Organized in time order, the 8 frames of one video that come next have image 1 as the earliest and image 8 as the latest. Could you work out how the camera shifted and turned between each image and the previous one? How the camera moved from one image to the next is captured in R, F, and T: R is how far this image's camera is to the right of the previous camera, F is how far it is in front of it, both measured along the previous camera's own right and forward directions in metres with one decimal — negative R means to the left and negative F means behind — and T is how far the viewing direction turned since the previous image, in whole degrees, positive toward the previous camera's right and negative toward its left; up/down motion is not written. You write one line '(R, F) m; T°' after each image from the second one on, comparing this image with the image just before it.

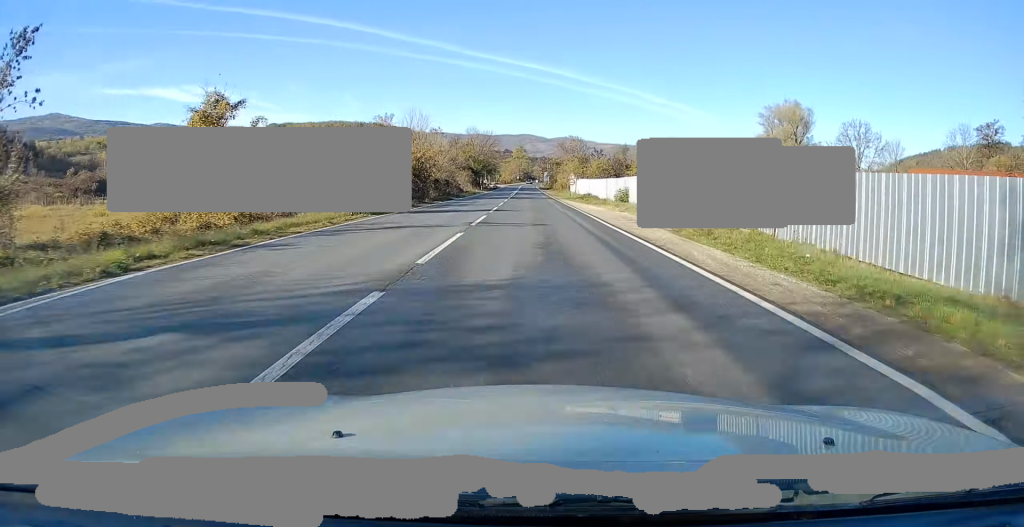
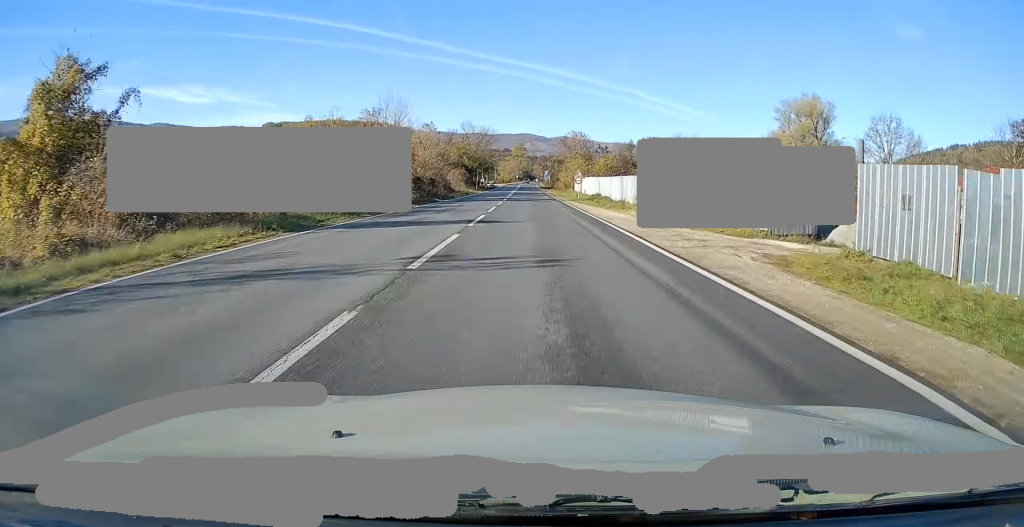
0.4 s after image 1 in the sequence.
(+0.1, +9.6) m; 0°
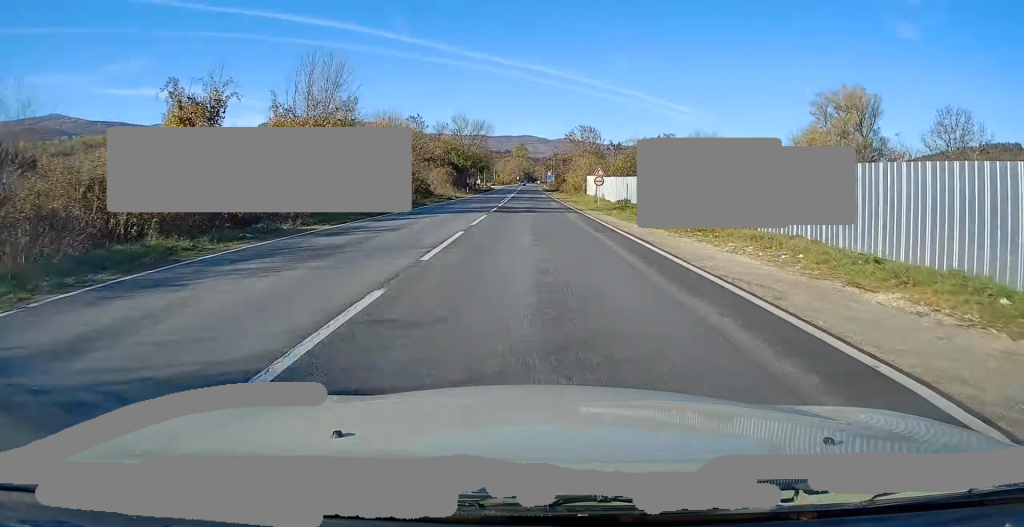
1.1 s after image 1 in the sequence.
(-0.2, +16.7) m; 0°
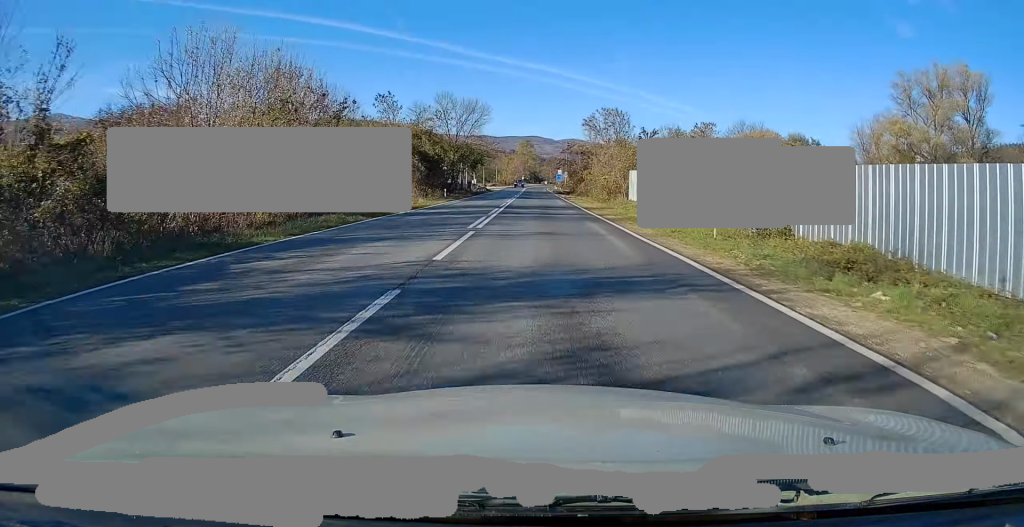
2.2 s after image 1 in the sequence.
(0.0, +26.6) m; 0°
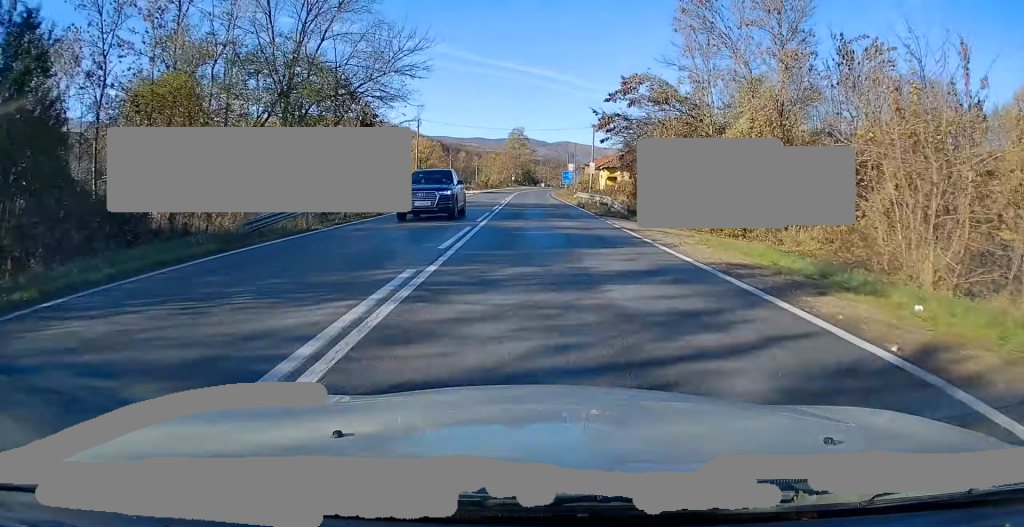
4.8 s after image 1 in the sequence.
(+0.1, +57.7) m; +1°
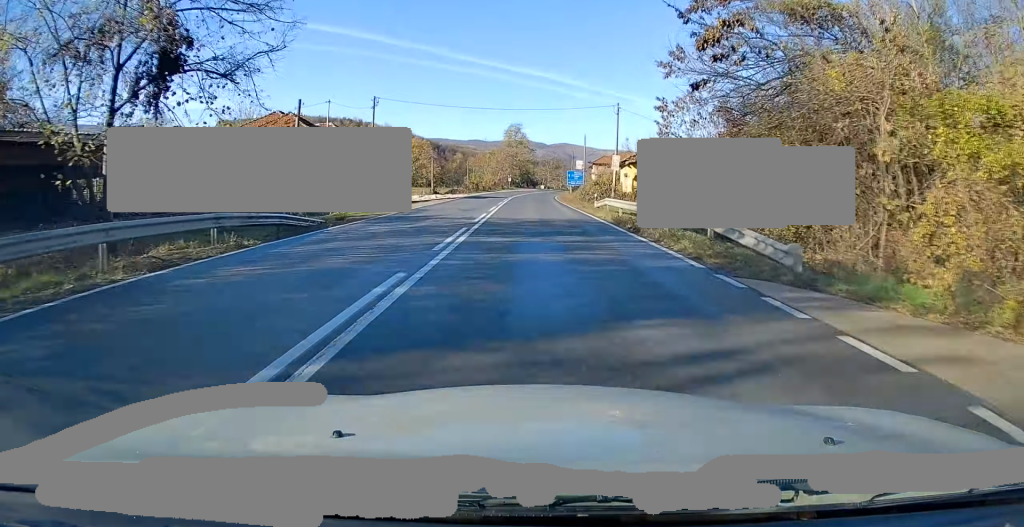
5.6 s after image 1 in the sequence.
(-0.1, +17.8) m; +1°
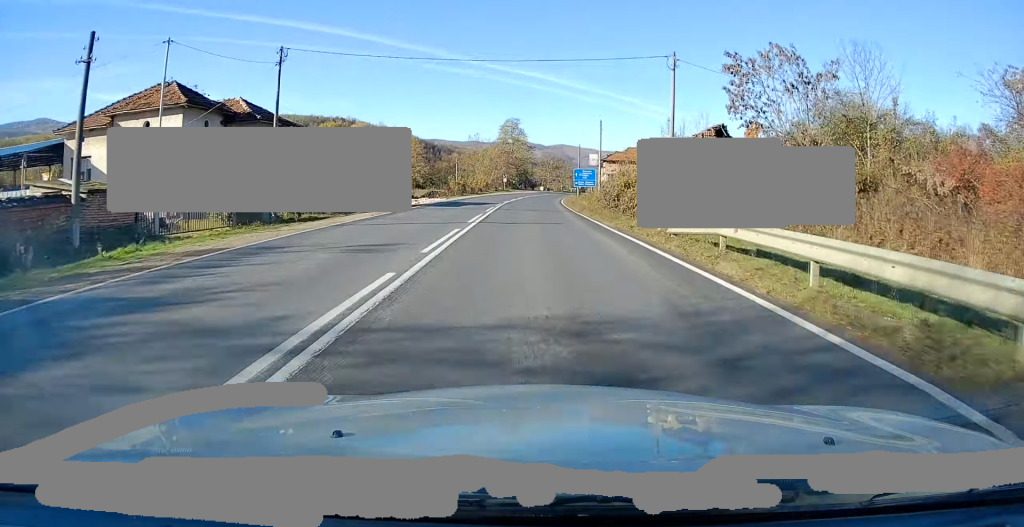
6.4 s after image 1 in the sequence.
(+0.3, +17.8) m; 0°
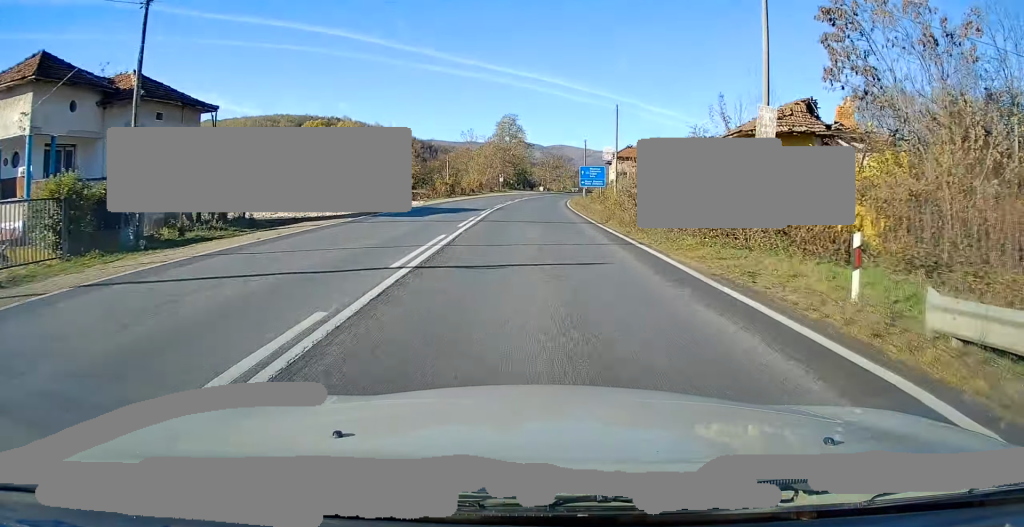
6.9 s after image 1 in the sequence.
(0.0, +11.1) m; 0°
